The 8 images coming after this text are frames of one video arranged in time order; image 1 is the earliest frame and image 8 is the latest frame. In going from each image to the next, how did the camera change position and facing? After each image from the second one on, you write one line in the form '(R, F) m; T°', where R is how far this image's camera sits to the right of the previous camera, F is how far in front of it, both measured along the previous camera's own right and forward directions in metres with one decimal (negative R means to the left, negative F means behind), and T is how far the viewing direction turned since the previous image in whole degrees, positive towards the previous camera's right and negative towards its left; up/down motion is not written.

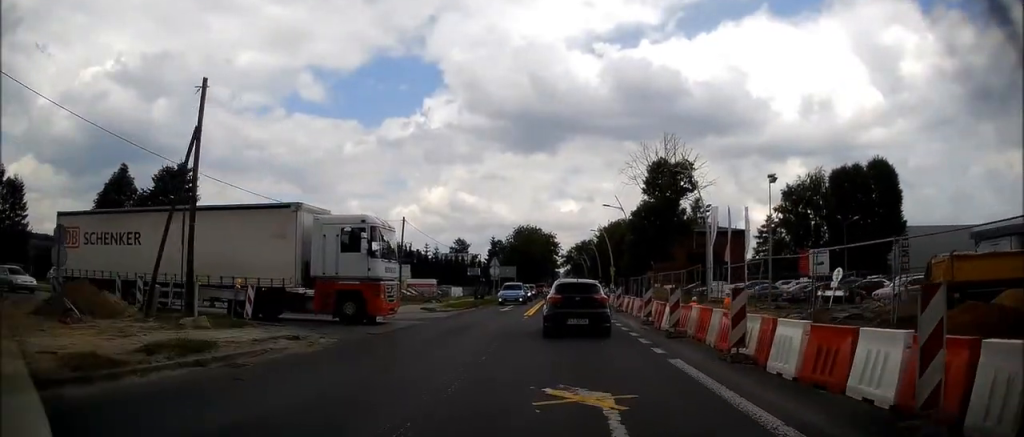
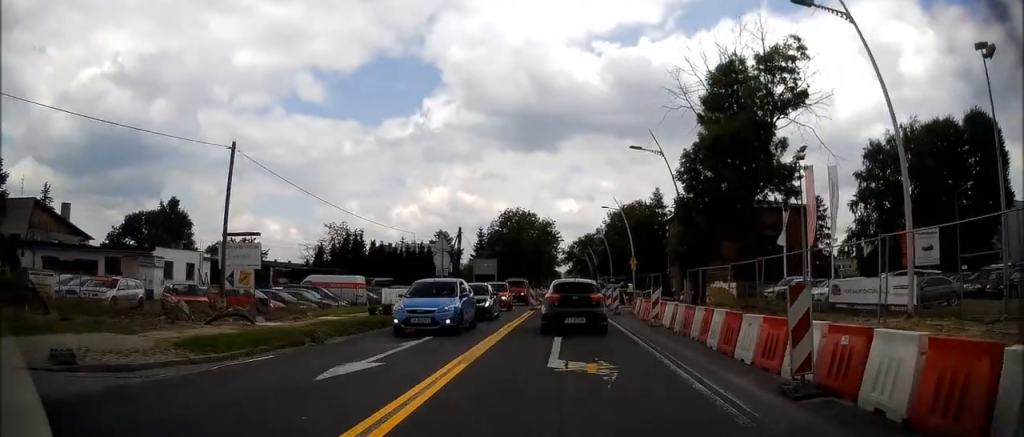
(+0.4, +24.0) m; +2°
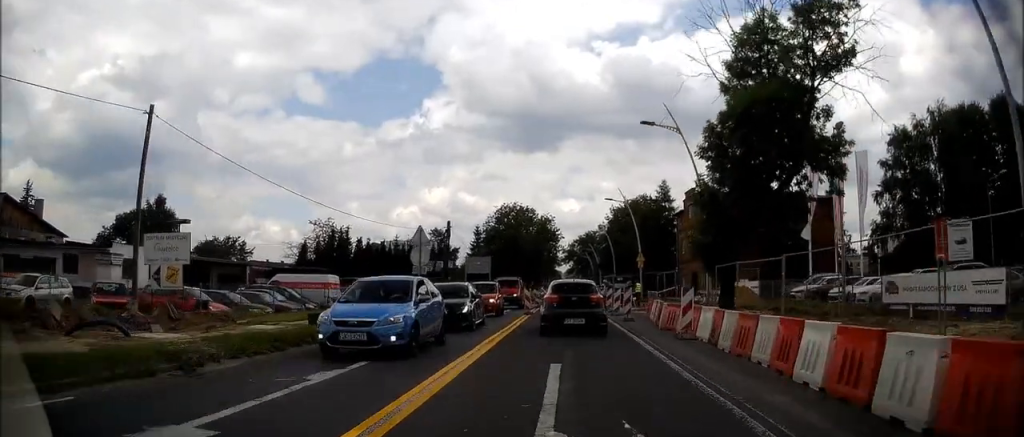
(0.0, +4.9) m; 0°
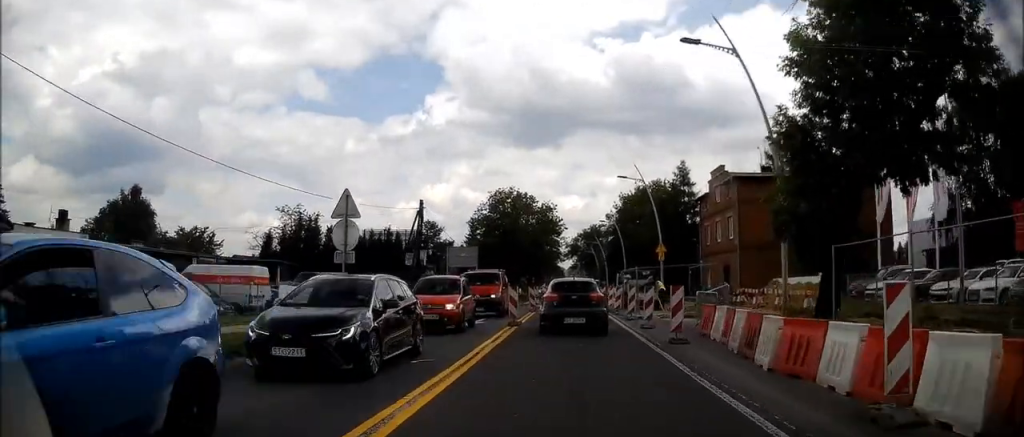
(0.0, +9.5) m; 0°
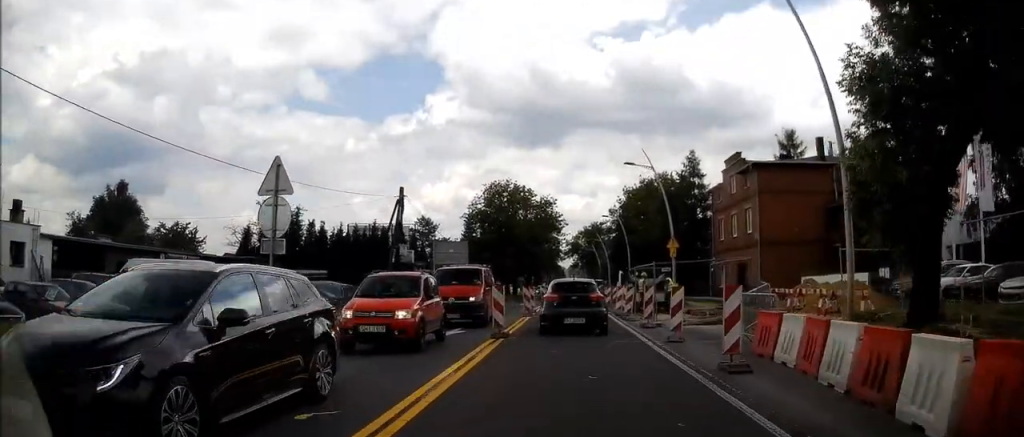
(0.0, +4.5) m; 0°
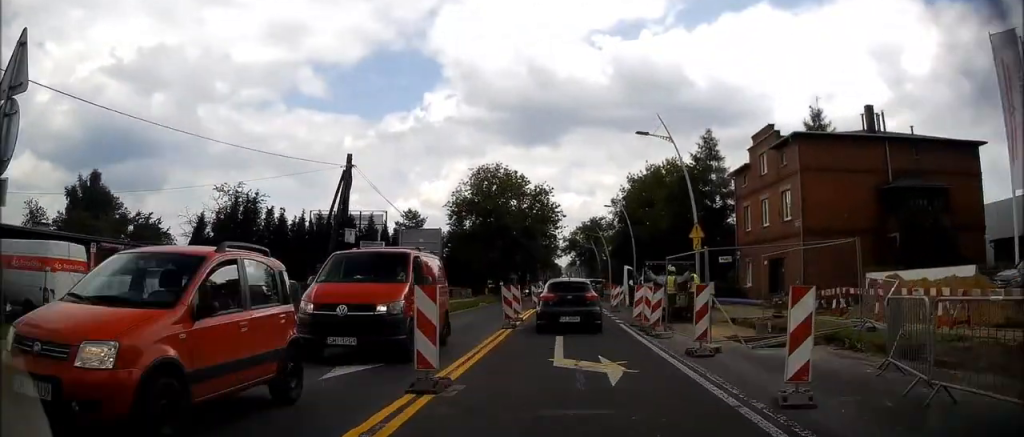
(-0.1, +8.1) m; 0°
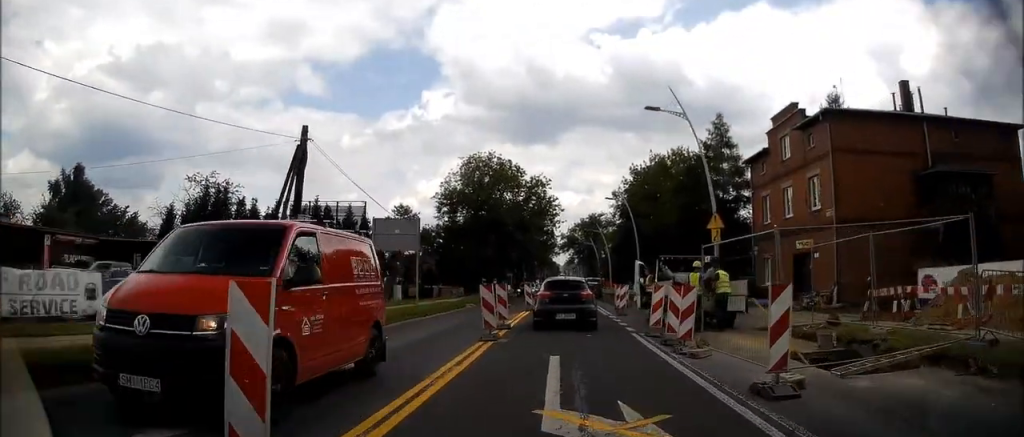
(0.0, +4.2) m; 0°
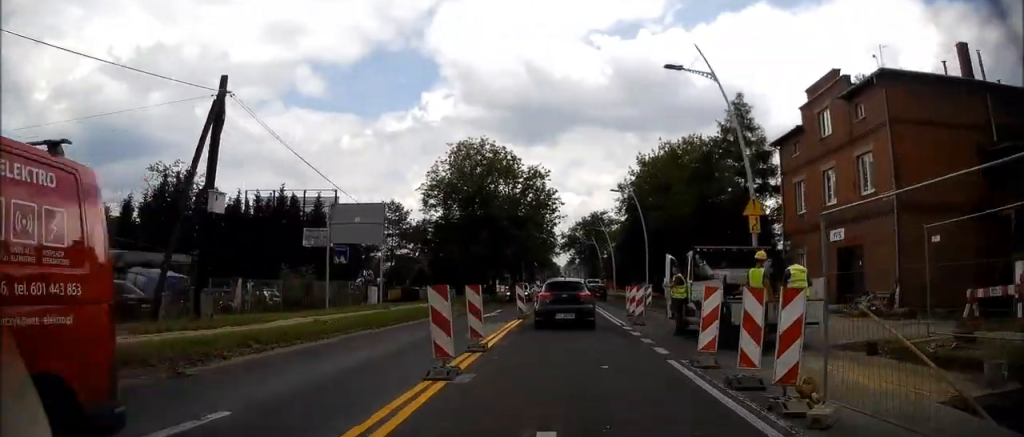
(0.0, +5.8) m; 0°
